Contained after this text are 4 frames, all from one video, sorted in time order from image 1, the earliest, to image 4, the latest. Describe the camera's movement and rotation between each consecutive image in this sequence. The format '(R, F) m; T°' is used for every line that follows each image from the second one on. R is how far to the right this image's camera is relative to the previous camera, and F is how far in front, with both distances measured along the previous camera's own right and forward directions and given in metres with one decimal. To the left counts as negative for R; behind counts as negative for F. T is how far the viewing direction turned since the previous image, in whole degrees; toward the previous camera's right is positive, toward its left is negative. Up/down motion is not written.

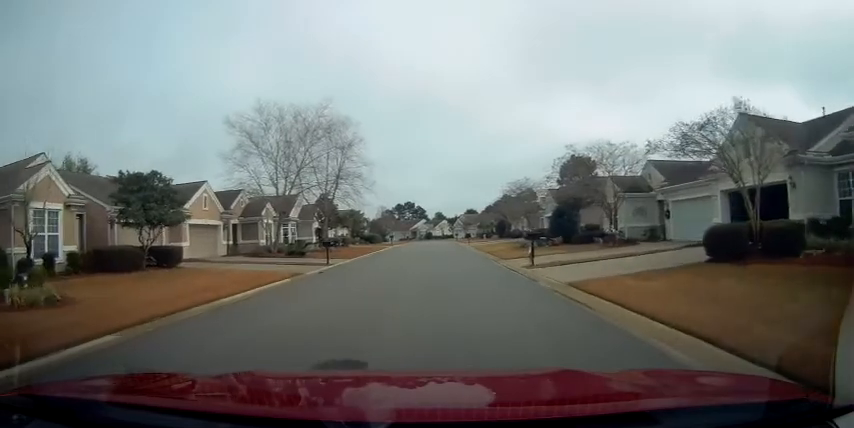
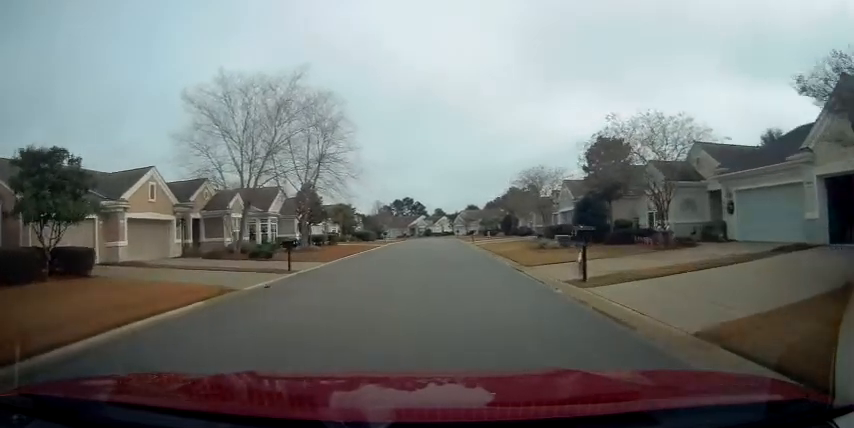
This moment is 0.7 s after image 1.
(-0.2, +6.6) m; 0°
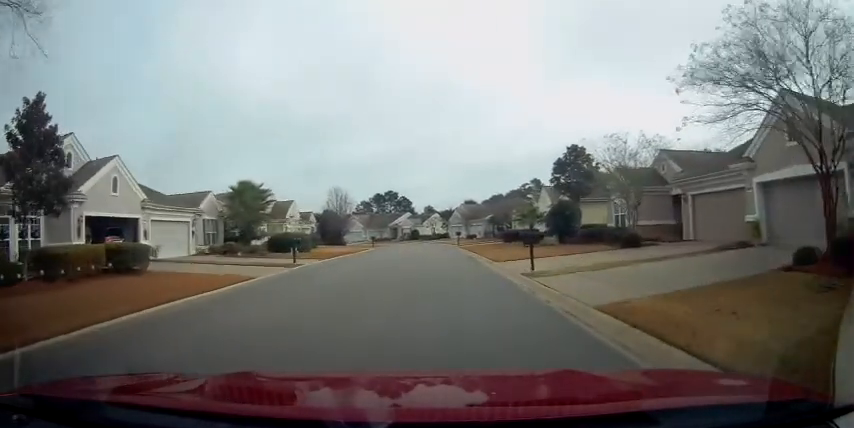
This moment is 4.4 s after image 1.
(+0.9, +32.1) m; +1°
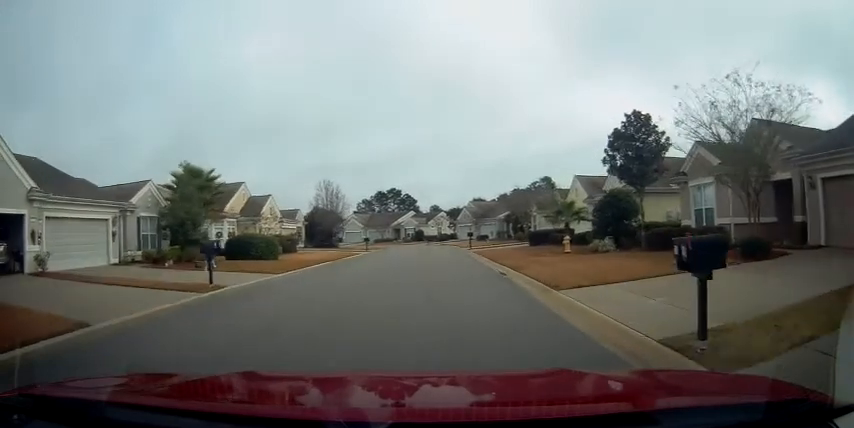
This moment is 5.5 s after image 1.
(-0.2, +9.2) m; -1°
